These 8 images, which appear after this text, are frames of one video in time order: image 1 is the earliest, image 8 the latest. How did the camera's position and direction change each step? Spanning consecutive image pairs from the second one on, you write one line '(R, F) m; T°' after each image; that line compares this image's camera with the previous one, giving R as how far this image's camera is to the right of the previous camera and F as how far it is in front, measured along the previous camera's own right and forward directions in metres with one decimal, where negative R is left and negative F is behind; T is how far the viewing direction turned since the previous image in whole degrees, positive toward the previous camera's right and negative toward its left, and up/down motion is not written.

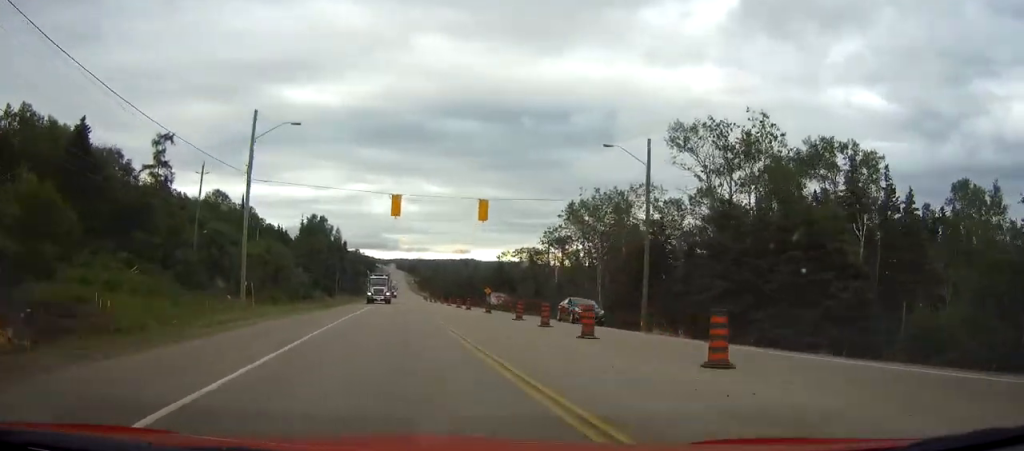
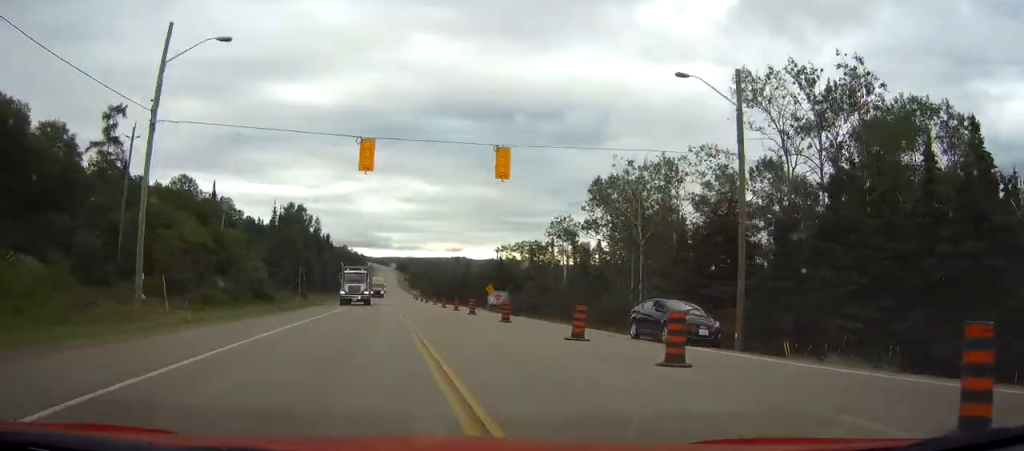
(+0.1, +16.2) m; +1°
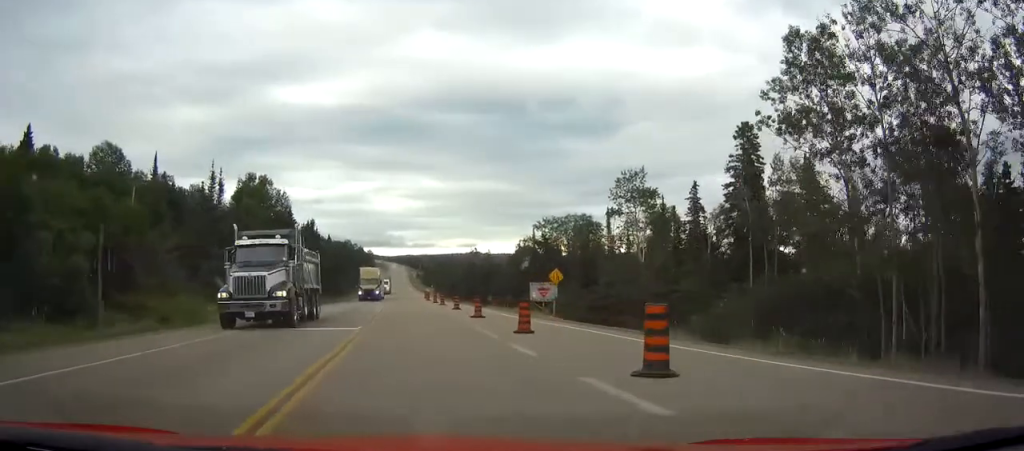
(-0.3, +36.4) m; -2°
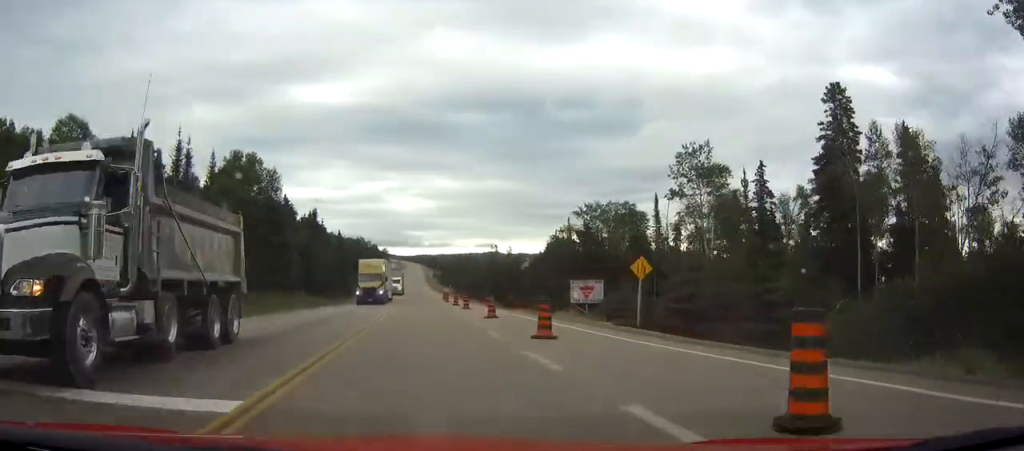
(-0.2, +15.3) m; -1°
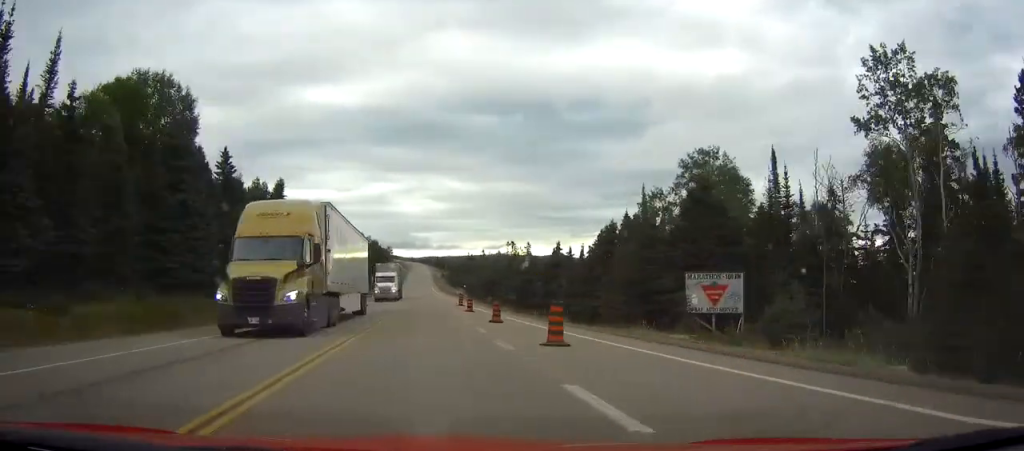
(-0.1, +31.1) m; 0°
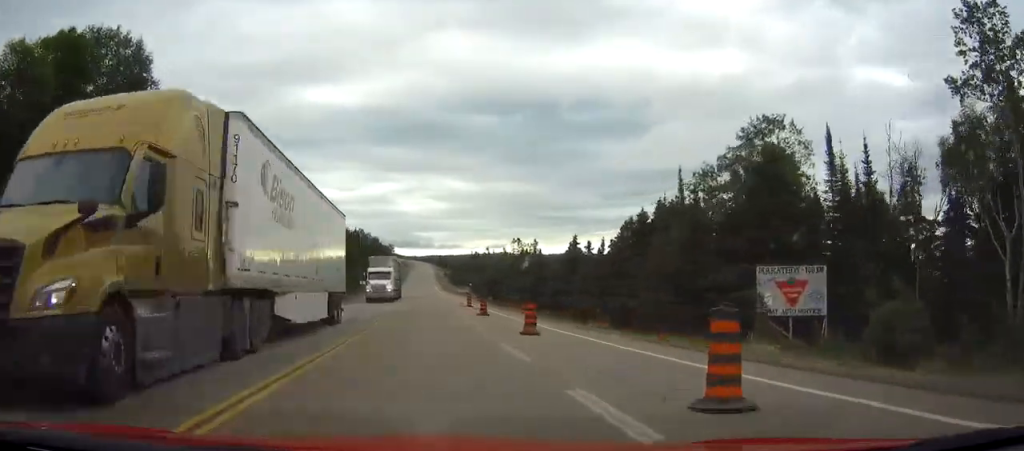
(0.0, +9.1) m; 0°
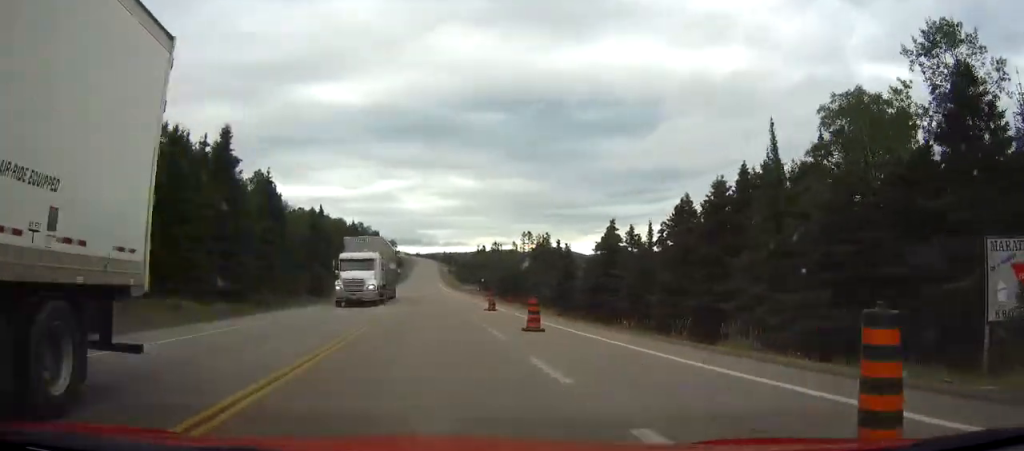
(0.0, +15.8) m; 0°
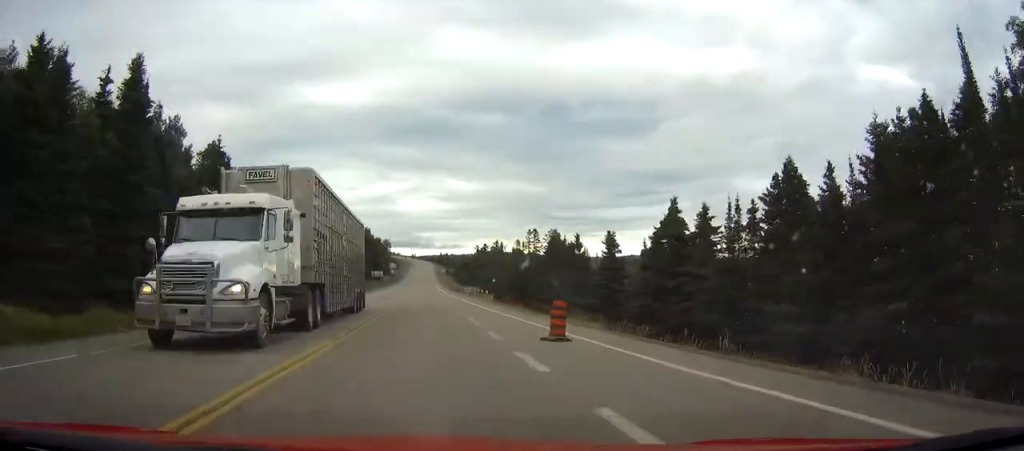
(+0.1, +19.2) m; 0°
